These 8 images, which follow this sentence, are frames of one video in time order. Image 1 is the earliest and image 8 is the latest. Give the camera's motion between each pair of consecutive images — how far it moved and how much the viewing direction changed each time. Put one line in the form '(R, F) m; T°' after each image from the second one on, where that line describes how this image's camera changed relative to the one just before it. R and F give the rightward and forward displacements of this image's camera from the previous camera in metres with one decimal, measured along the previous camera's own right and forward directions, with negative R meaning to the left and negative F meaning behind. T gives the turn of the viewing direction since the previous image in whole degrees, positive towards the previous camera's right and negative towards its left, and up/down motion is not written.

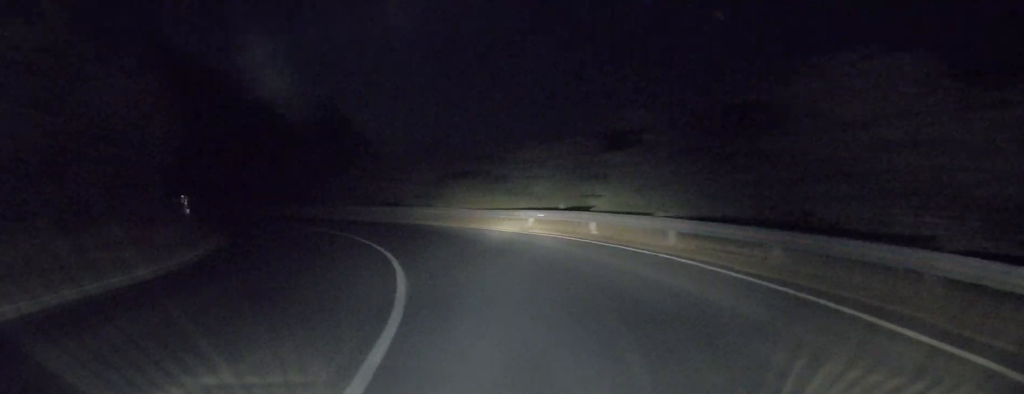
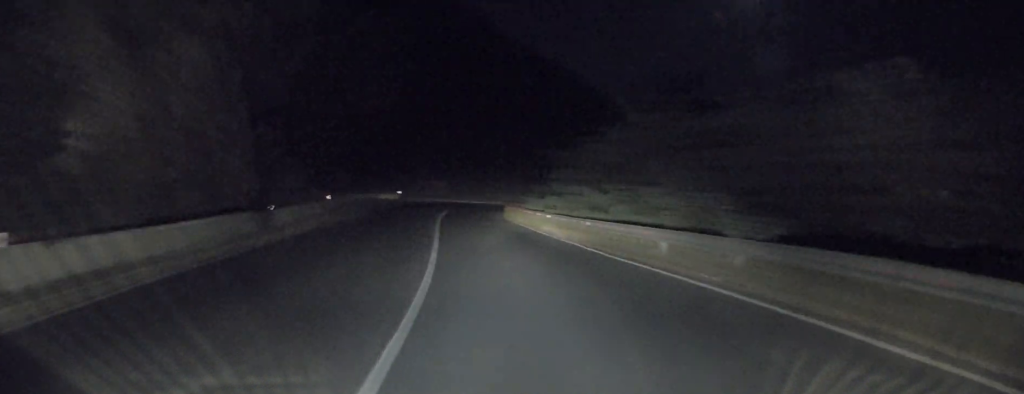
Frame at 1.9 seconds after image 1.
(-5.9, +24.5) m; -26°
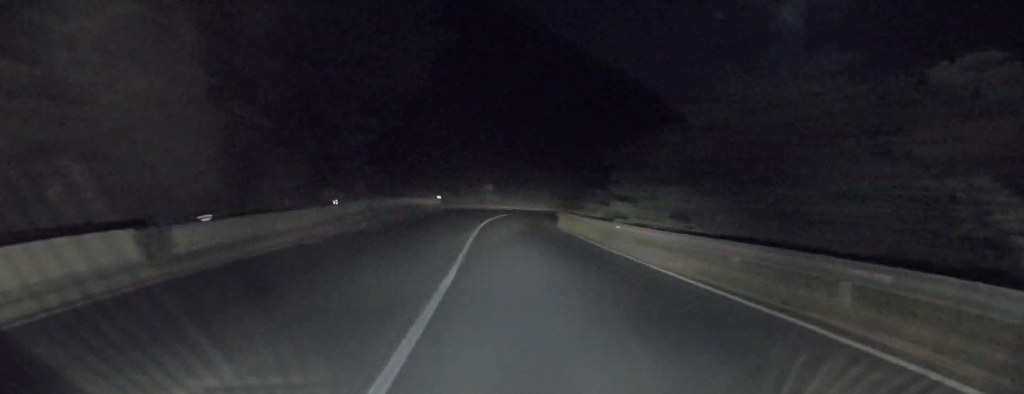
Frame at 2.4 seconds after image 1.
(-0.6, +6.6) m; -4°
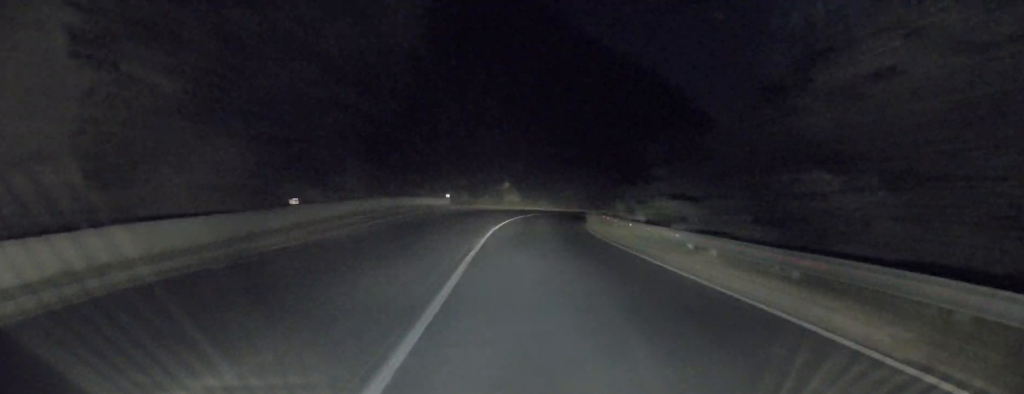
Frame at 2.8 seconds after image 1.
(-0.2, +6.2) m; -3°
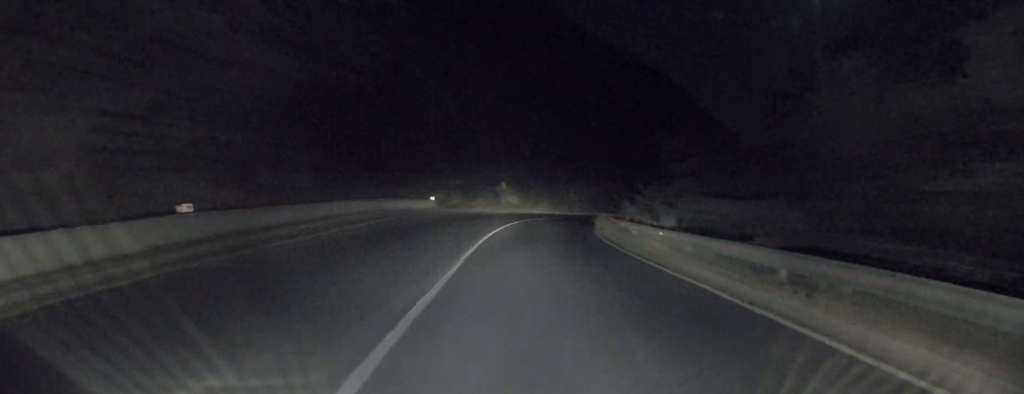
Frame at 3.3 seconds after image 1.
(-0.2, +5.9) m; -1°
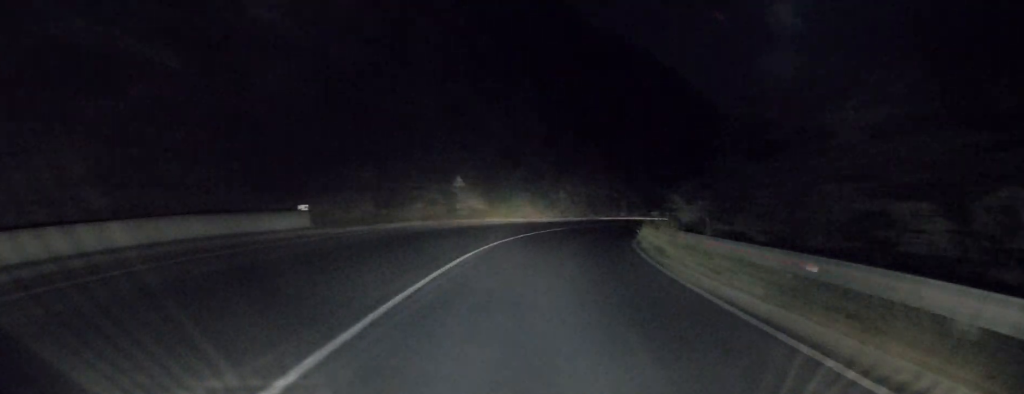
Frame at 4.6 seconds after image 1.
(-0.3, +18.9) m; +1°
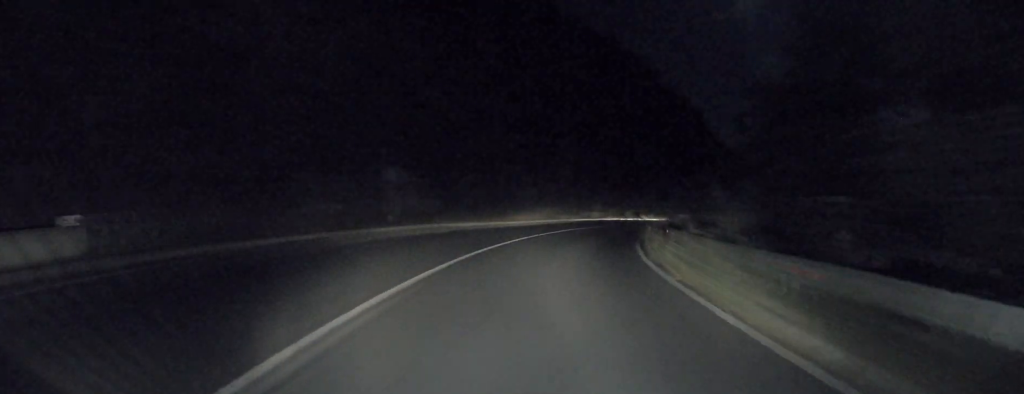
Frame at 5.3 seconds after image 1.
(+0.3, +8.9) m; +4°
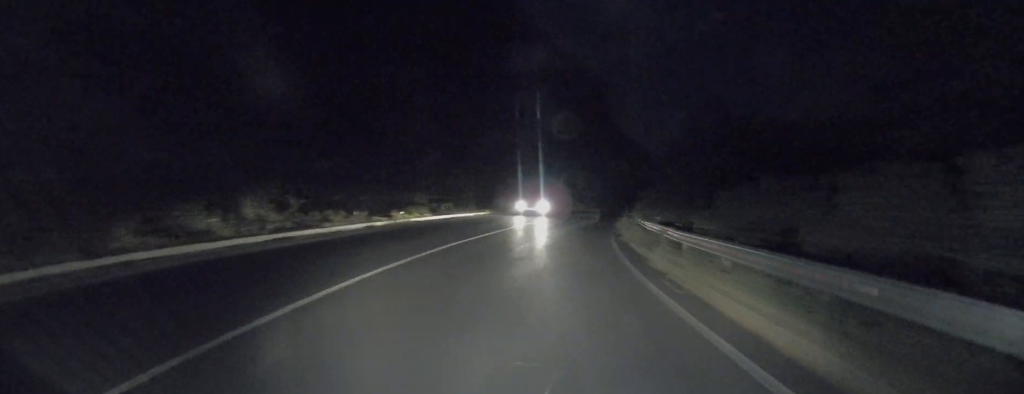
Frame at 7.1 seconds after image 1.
(+2.8, +26.1) m; +11°
